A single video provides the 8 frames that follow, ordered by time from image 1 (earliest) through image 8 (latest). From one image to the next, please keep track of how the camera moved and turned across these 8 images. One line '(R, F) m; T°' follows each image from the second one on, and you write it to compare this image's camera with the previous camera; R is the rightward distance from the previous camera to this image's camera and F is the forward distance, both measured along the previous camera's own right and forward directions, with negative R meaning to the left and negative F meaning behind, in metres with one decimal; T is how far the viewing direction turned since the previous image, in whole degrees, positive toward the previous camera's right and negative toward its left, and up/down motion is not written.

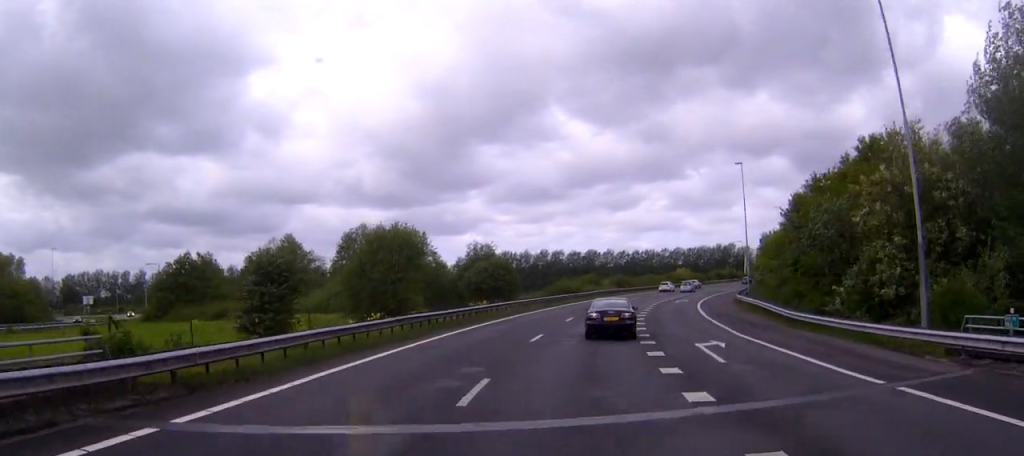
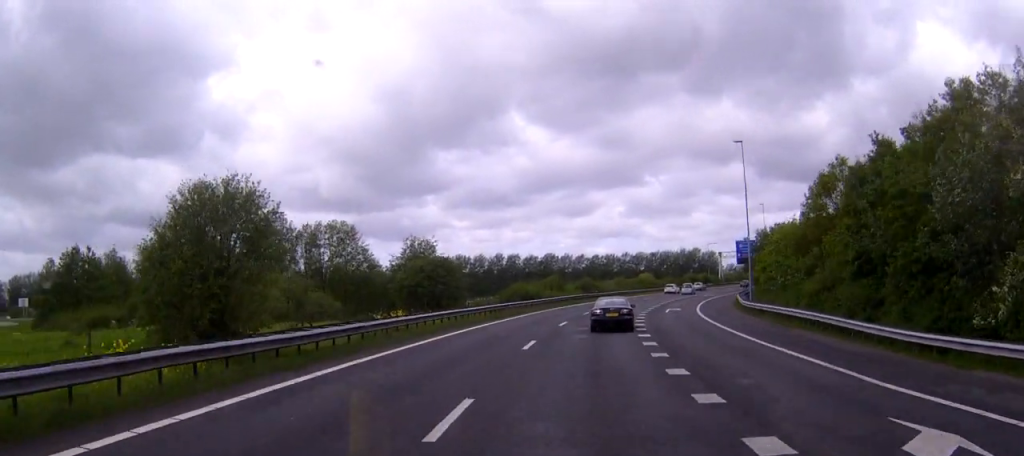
(+0.7, +16.3) m; +4°
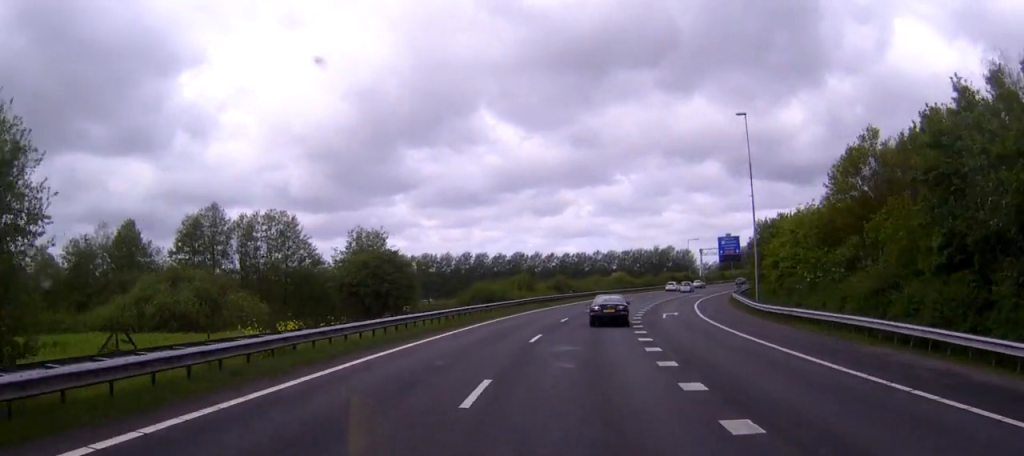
(+0.2, +10.7) m; +2°
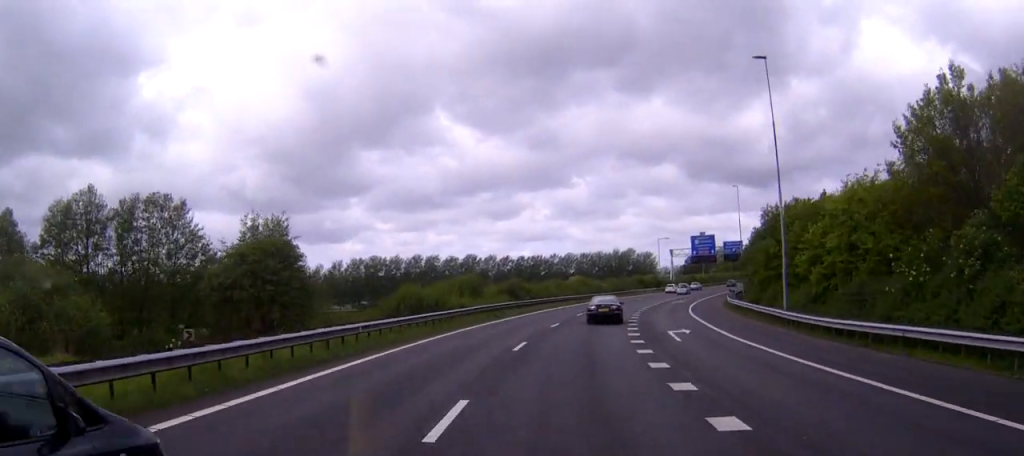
(+0.3, +15.8) m; +3°
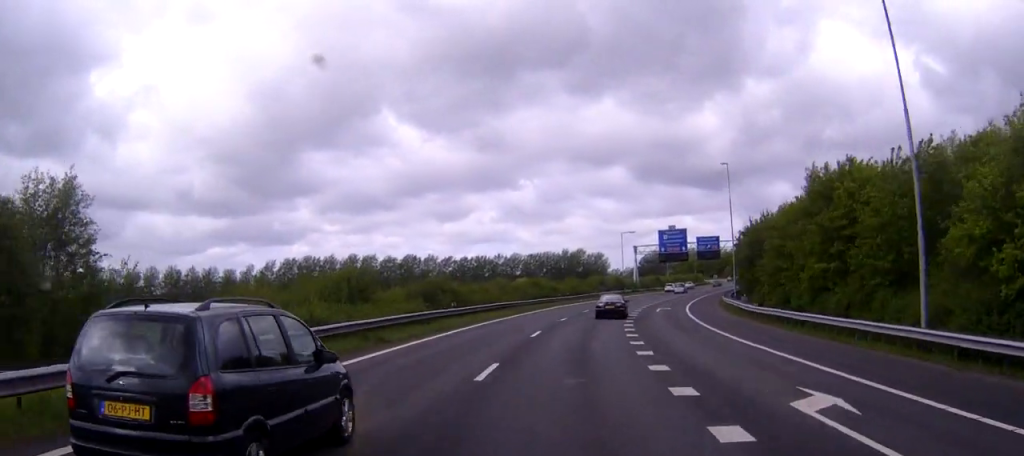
(+0.8, +21.1) m; +5°
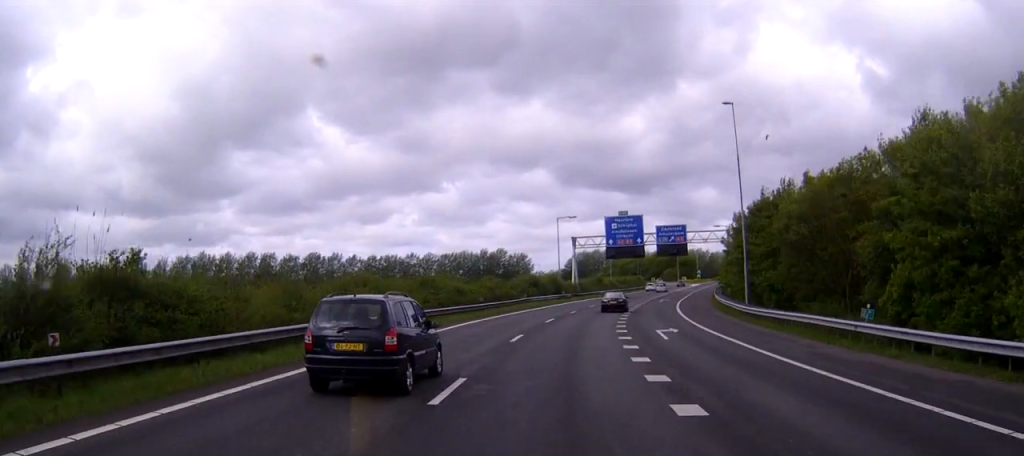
(+2.1, +31.4) m; +7°
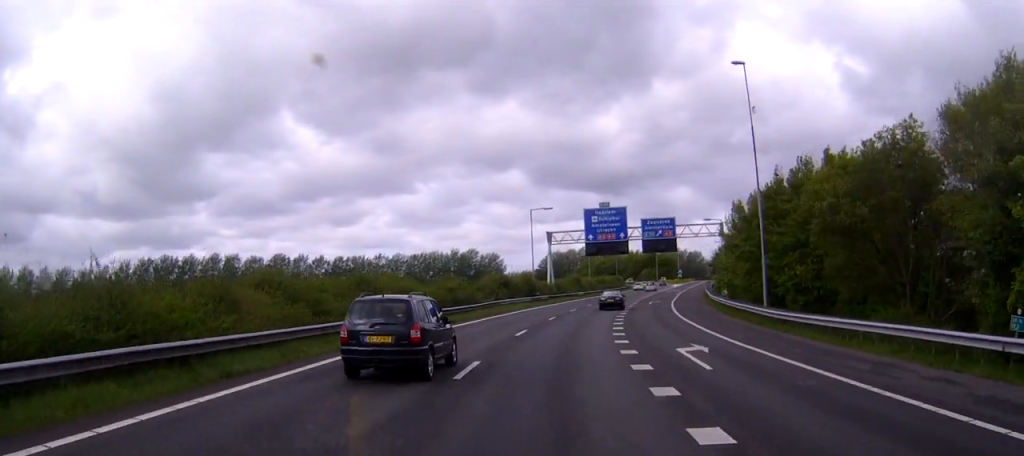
(+0.1, +10.8) m; +2°
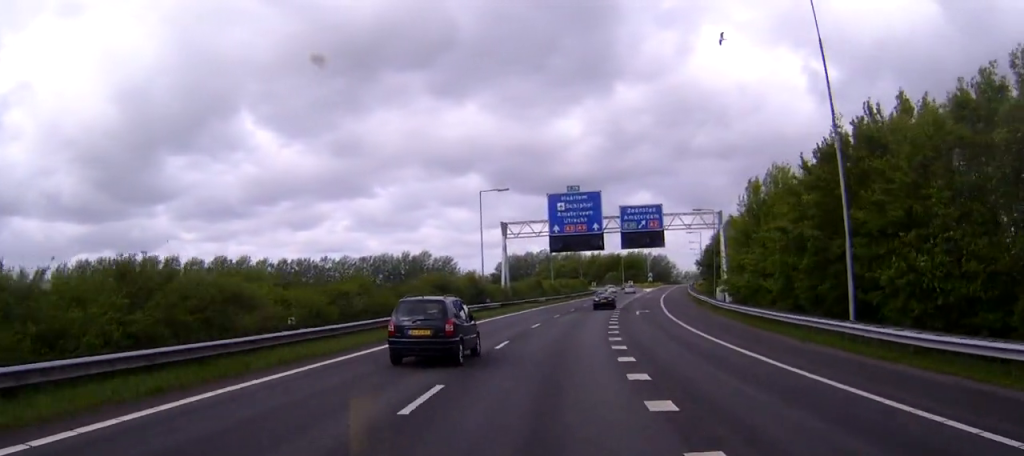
(+0.8, +19.2) m; +4°
